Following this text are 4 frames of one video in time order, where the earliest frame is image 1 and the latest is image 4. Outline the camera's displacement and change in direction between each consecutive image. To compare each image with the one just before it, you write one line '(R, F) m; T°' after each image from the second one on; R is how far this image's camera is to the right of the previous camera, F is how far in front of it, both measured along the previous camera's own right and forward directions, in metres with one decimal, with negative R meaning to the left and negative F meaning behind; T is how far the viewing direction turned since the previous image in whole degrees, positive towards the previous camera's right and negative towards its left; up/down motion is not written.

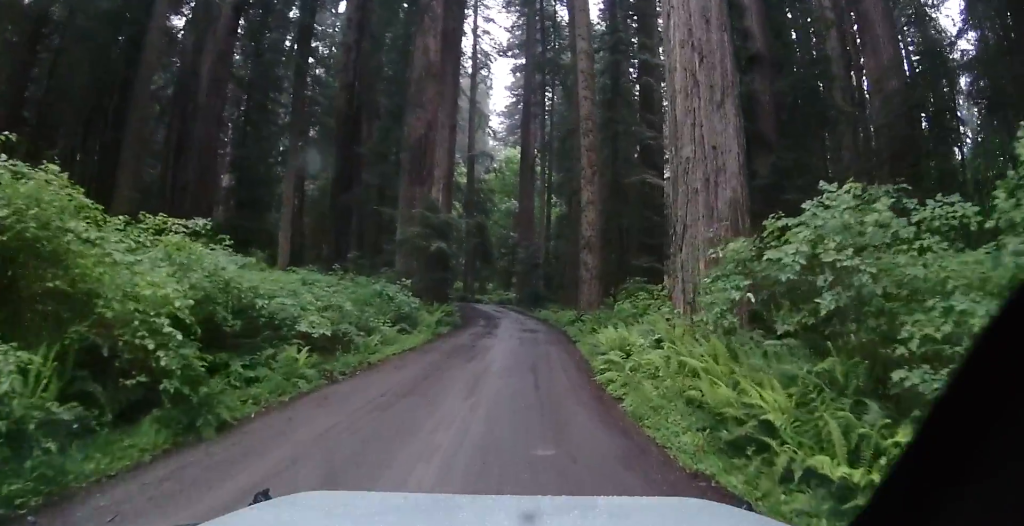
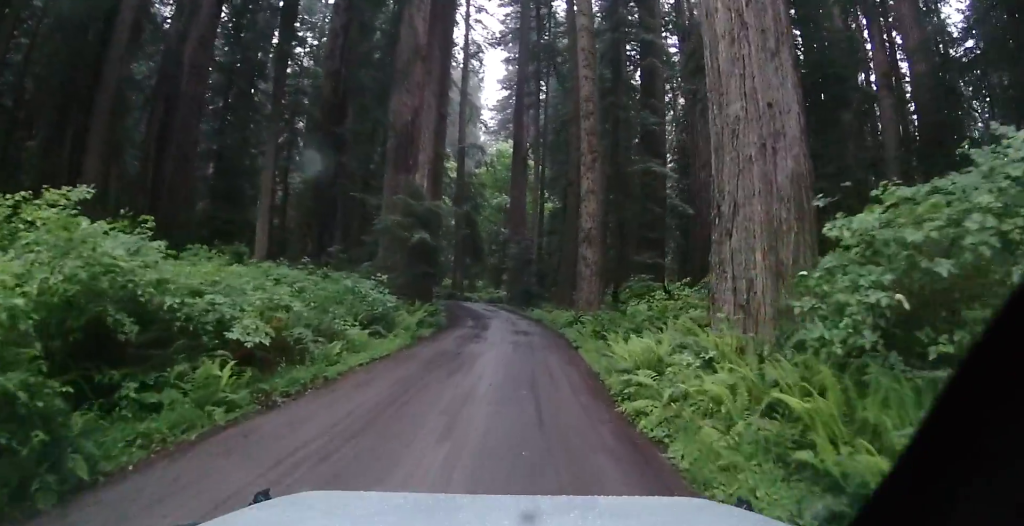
(0.0, +3.0) m; 0°
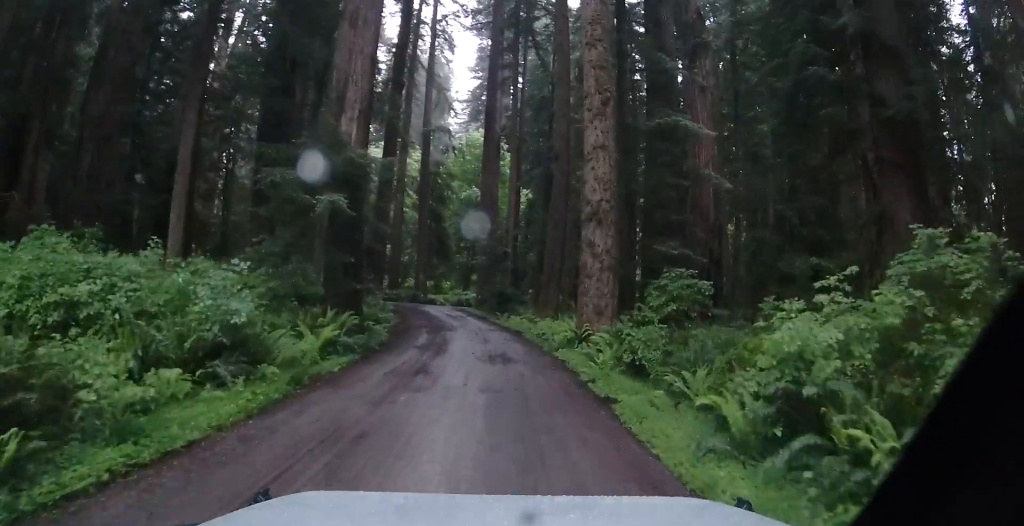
(-0.3, +9.8) m; -3°
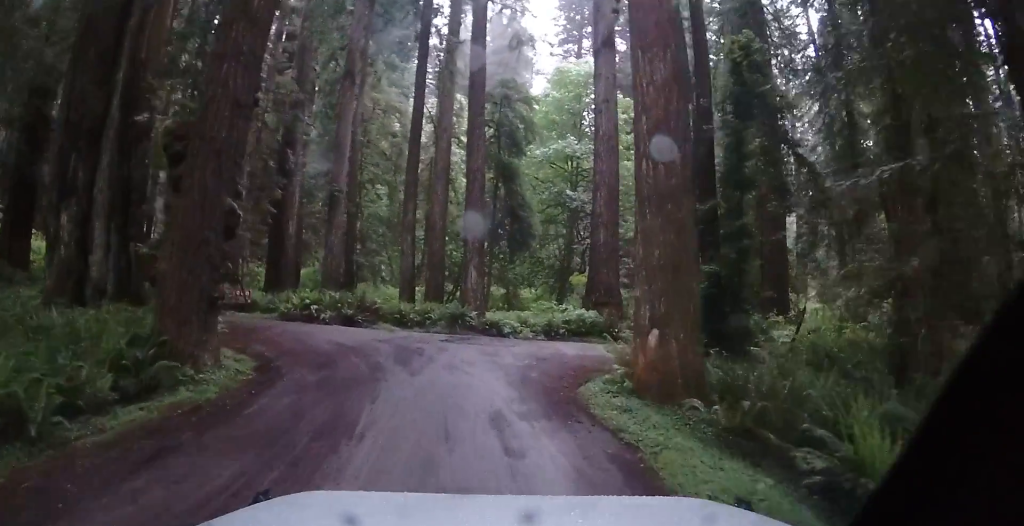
(+5.3, +36.3) m; +3°
